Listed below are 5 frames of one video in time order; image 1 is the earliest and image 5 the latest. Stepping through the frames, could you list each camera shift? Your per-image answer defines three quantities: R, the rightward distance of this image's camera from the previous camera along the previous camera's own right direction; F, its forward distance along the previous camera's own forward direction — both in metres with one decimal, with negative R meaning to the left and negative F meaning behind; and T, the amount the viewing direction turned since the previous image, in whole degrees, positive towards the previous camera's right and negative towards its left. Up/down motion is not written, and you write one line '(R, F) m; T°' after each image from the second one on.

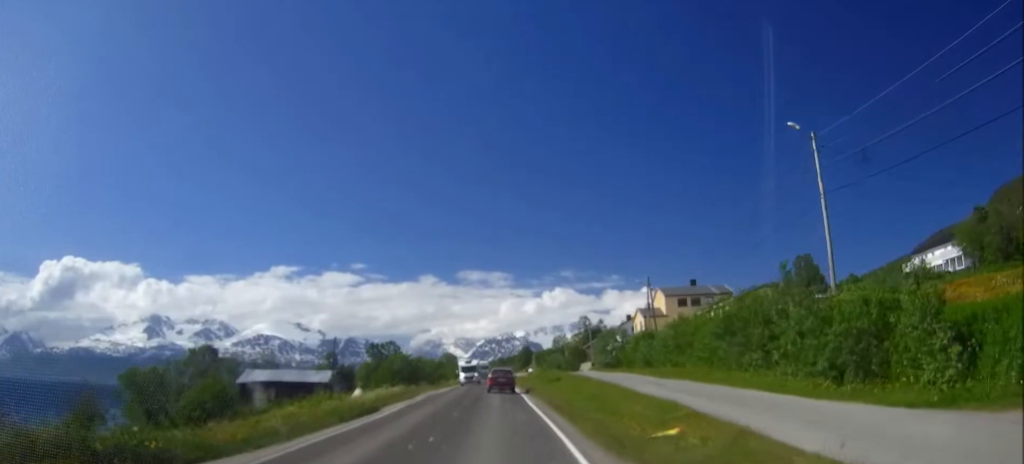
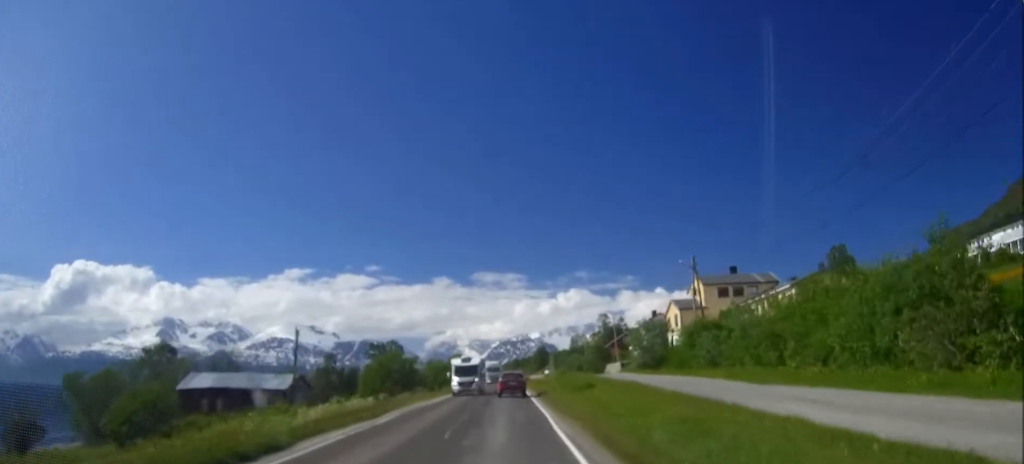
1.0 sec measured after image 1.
(-0.1, +13.3) m; -1°
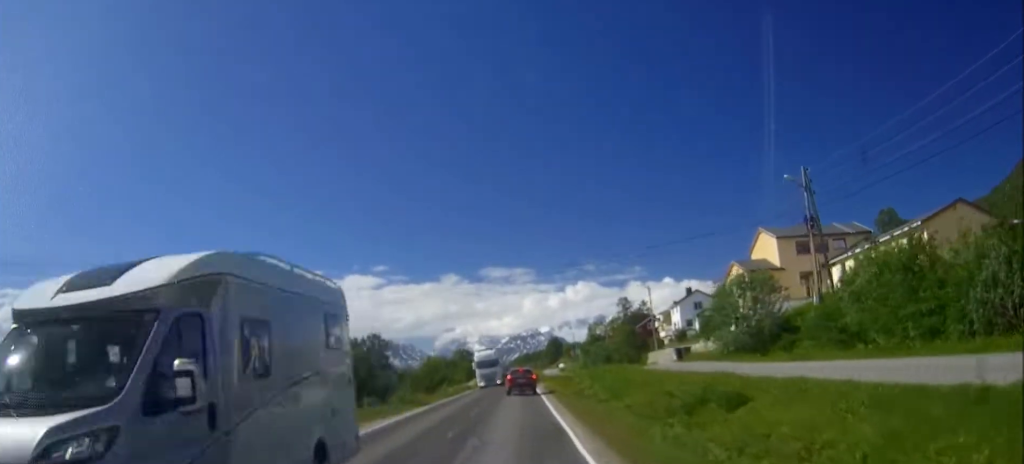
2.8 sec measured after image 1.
(-0.3, +22.7) m; -1°
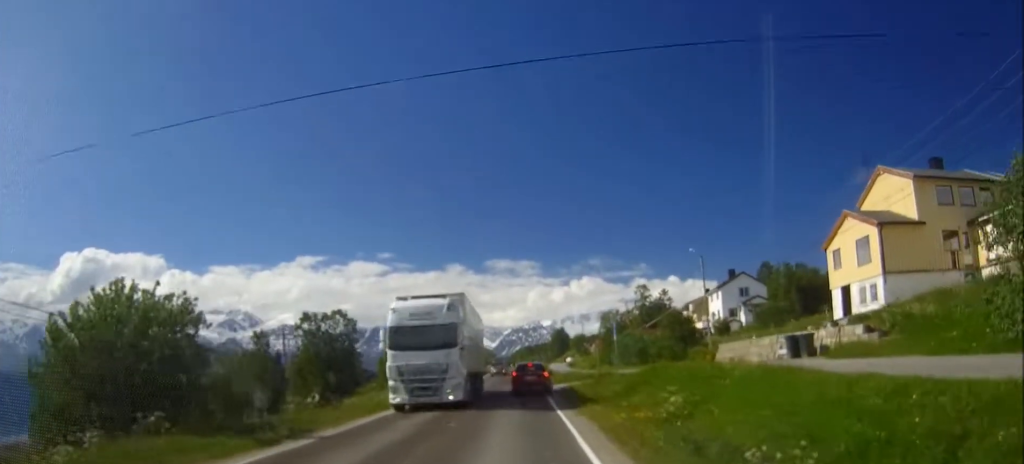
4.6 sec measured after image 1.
(0.0, +21.9) m; 0°
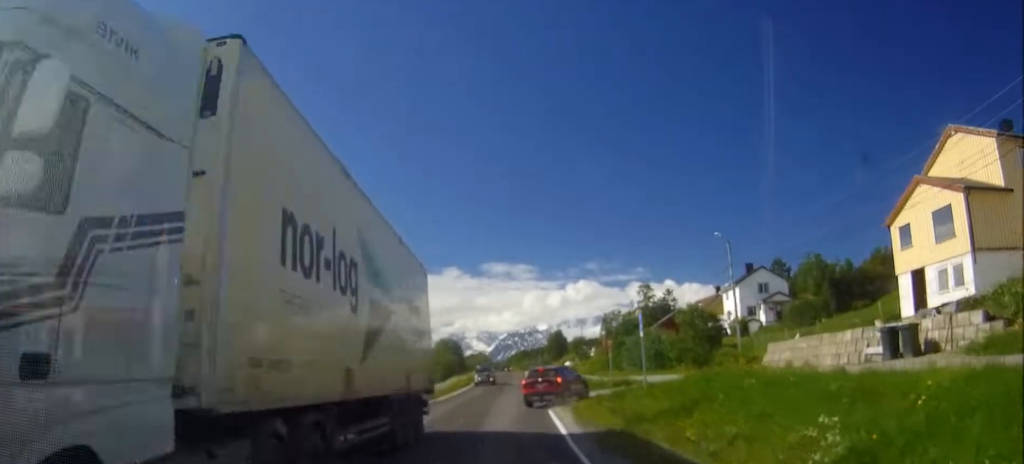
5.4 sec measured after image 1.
(0.0, +9.3) m; 0°
